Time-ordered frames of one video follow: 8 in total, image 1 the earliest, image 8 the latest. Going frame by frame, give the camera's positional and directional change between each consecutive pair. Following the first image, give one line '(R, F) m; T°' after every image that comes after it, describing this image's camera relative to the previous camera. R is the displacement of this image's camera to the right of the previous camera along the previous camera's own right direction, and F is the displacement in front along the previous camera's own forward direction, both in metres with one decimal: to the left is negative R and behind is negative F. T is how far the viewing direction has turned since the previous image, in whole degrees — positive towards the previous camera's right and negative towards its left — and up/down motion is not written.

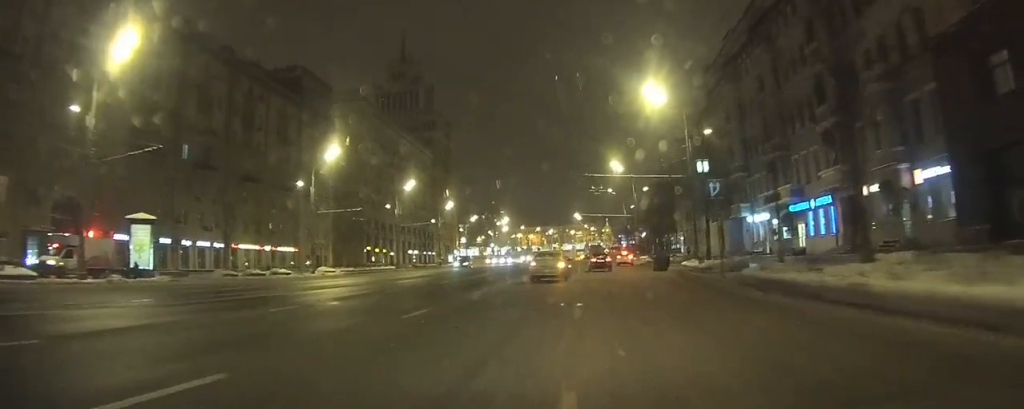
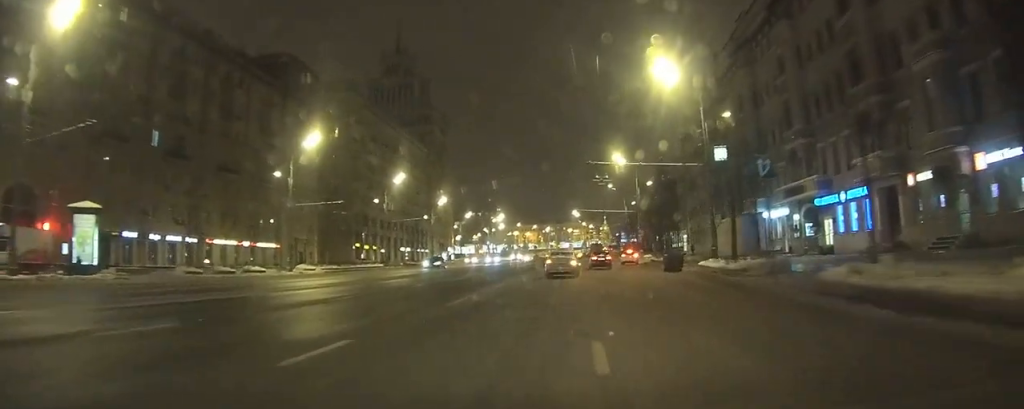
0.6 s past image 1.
(-0.1, +5.2) m; 0°
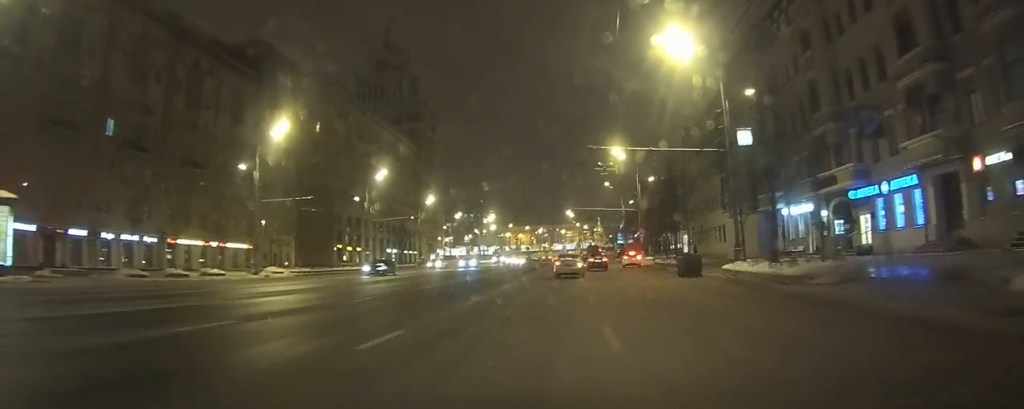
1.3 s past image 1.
(0.0, +6.2) m; -1°
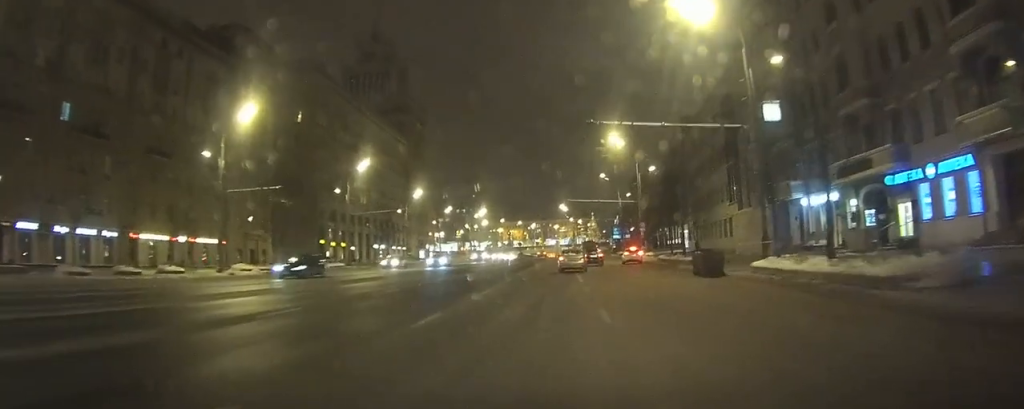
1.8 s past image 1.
(+0.1, +5.2) m; -1°
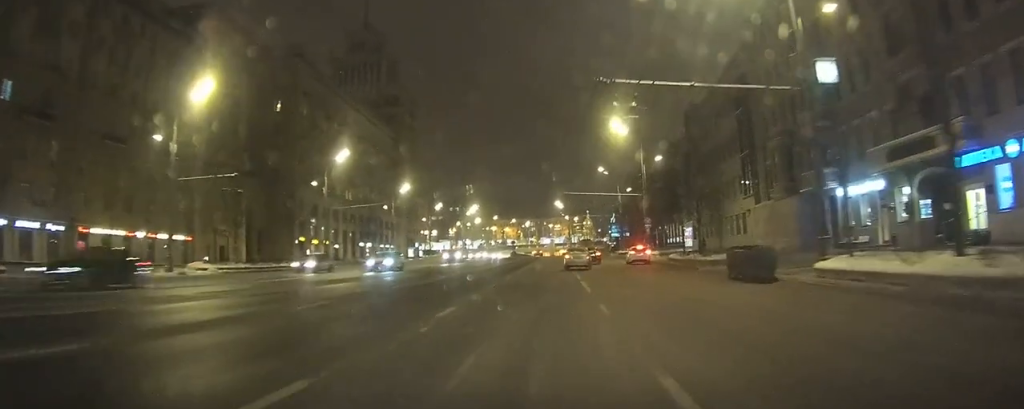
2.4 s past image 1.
(-0.3, +6.6) m; +3°
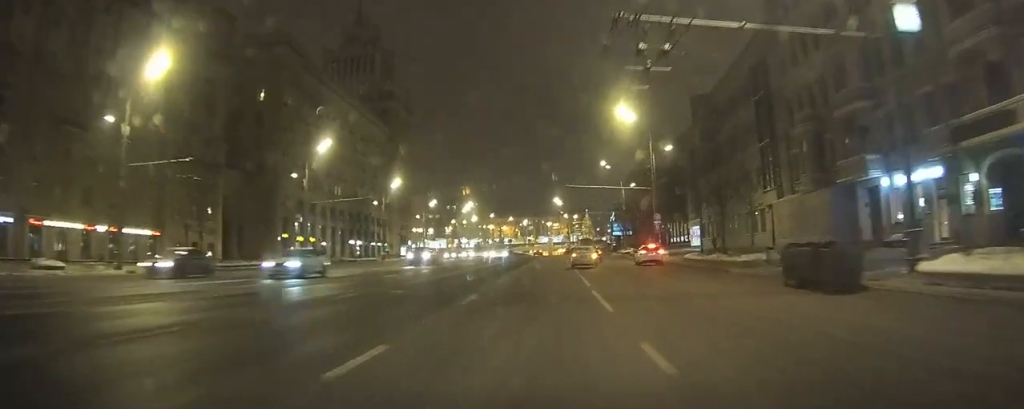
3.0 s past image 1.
(0.0, +5.6) m; +3°
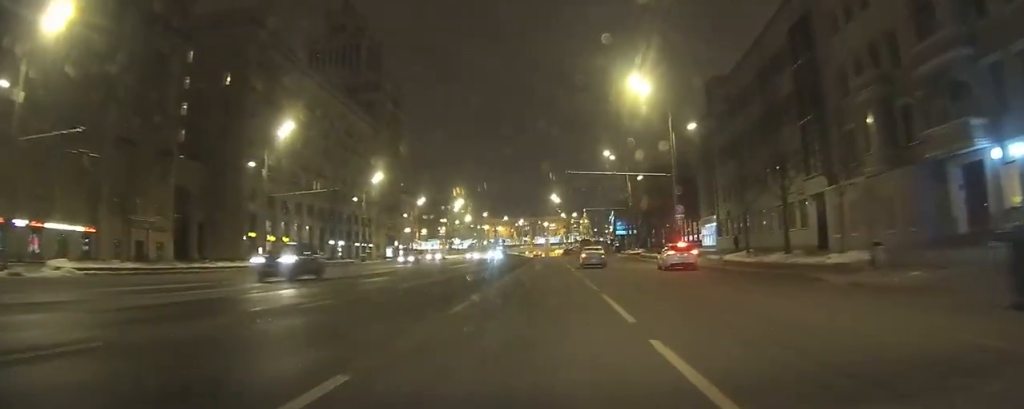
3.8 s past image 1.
(+0.9, +9.5) m; +4°
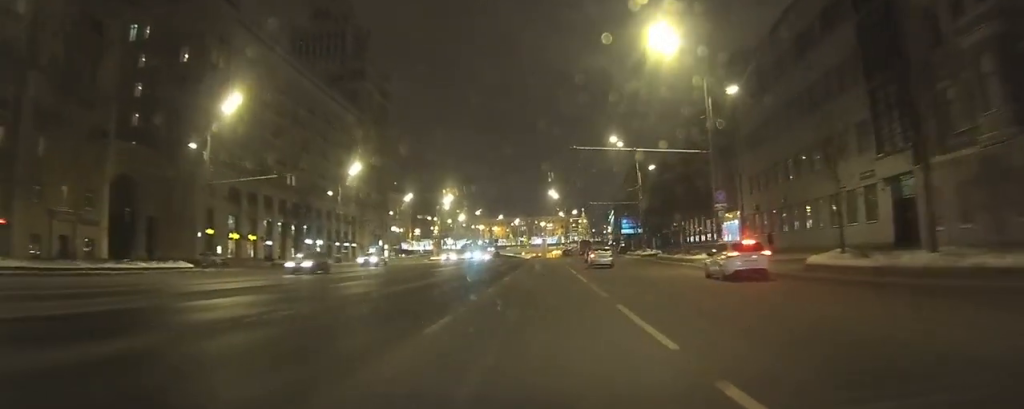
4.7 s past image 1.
(-0.2, +10.3) m; -1°
